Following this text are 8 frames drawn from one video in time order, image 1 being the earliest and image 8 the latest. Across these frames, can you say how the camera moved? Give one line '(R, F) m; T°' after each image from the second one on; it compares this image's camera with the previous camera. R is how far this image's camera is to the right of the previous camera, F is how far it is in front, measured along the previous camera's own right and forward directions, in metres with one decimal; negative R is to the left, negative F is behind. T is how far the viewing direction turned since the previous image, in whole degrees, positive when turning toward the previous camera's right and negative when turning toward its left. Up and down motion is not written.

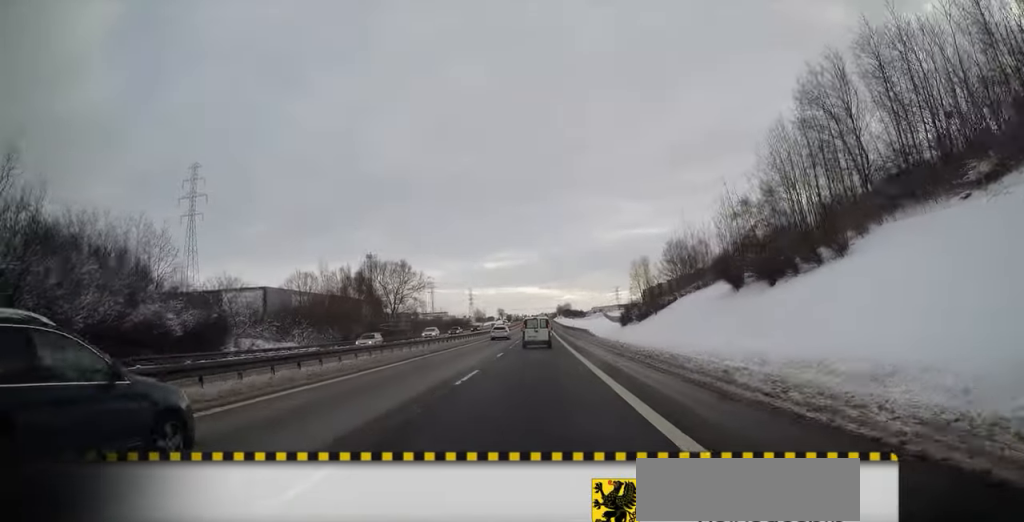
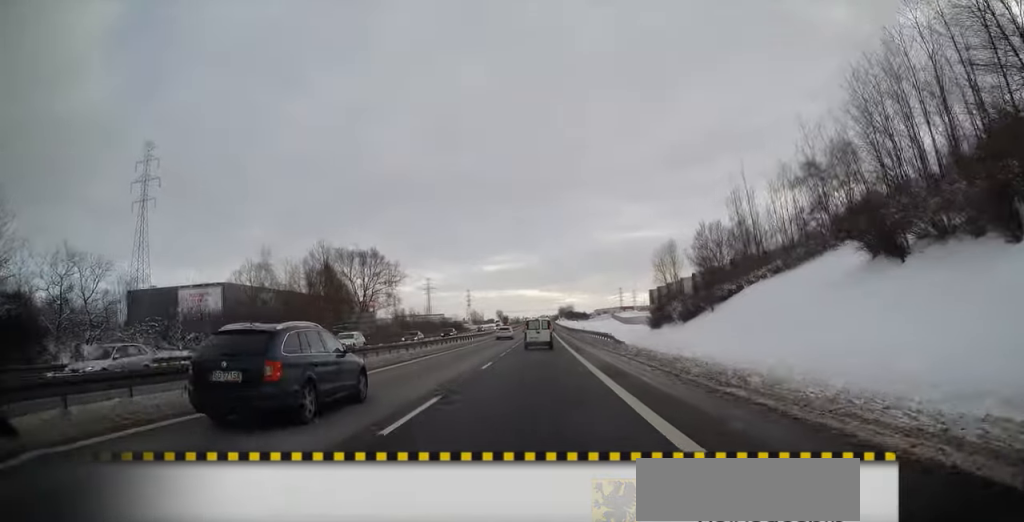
(0.0, +18.7) m; 0°
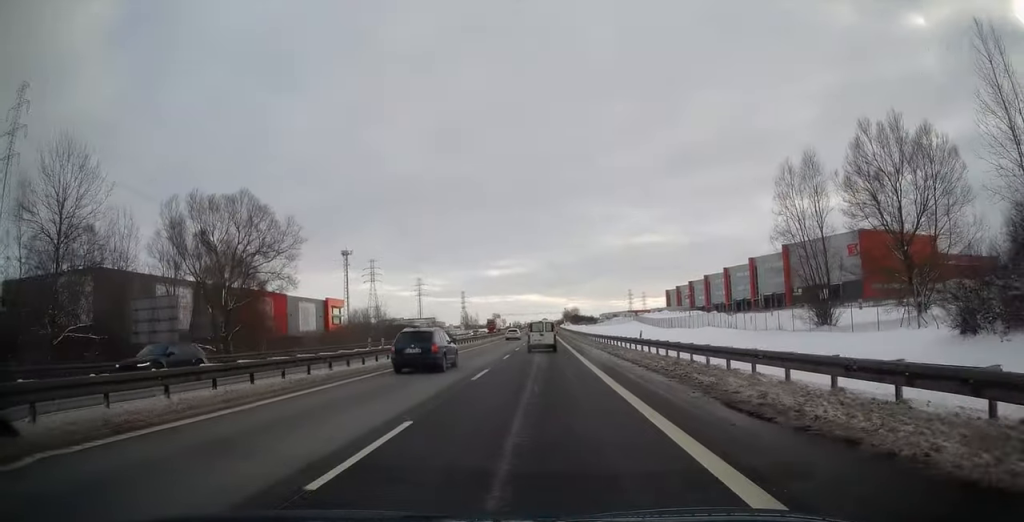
(0.0, +38.3) m; 0°
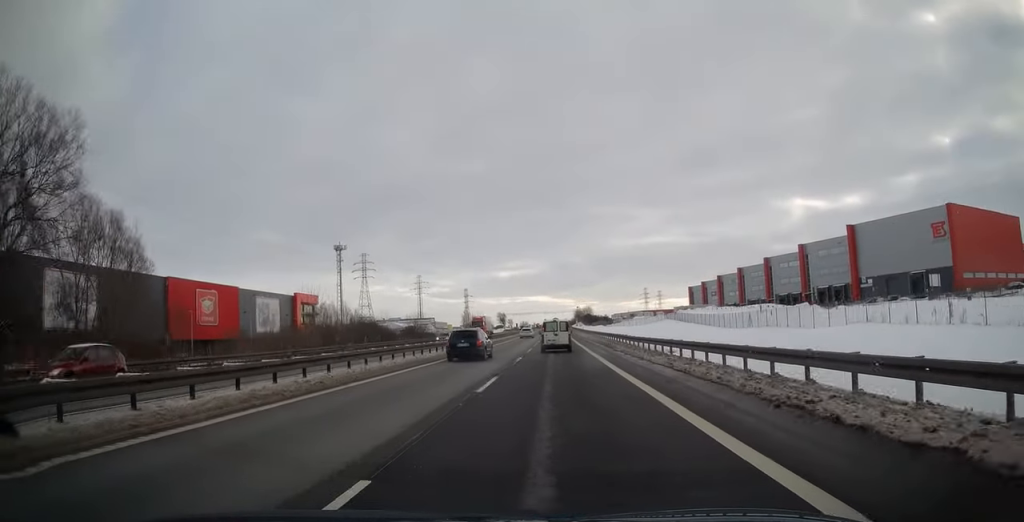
(0.0, +27.8) m; 0°
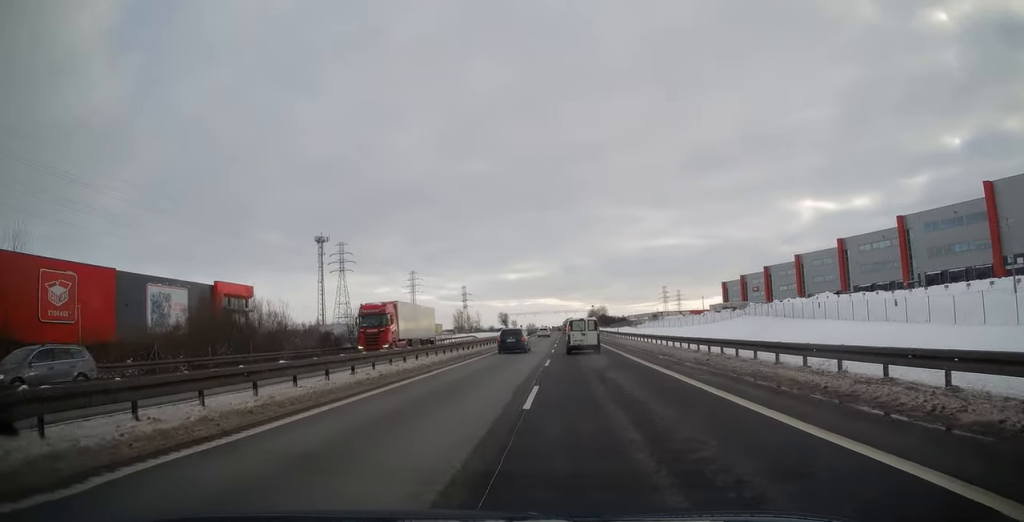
(-0.4, +39.3) m; -1°
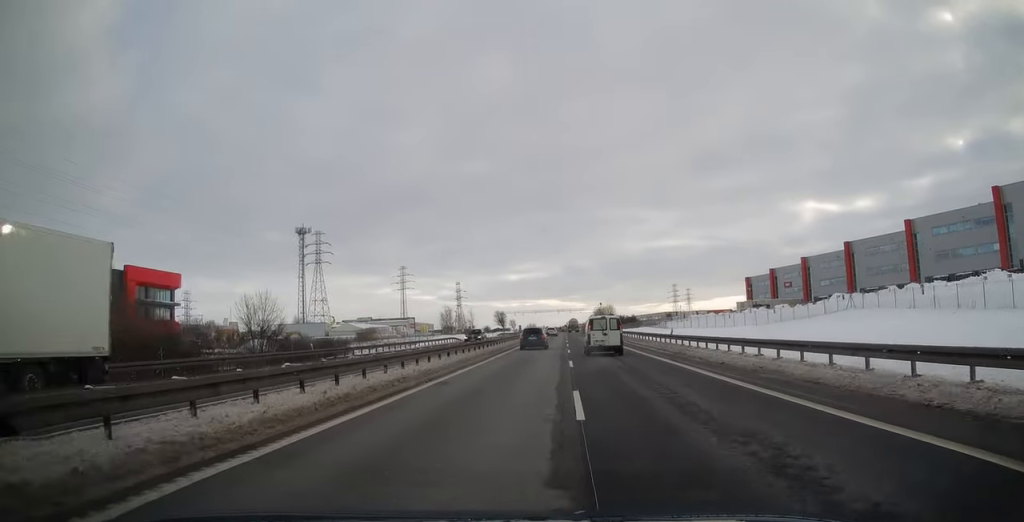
(-0.2, +25.5) m; 0°
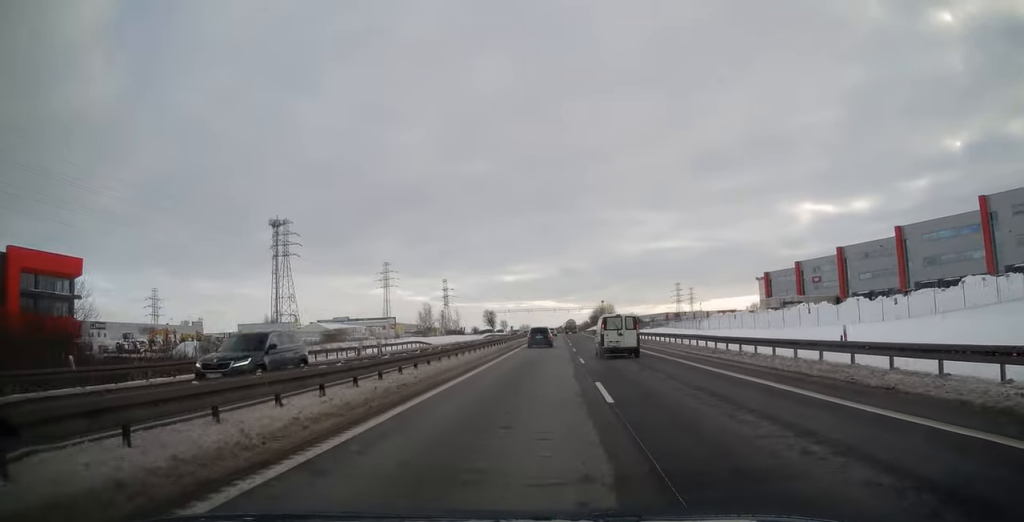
(+0.1, +22.1) m; 0°
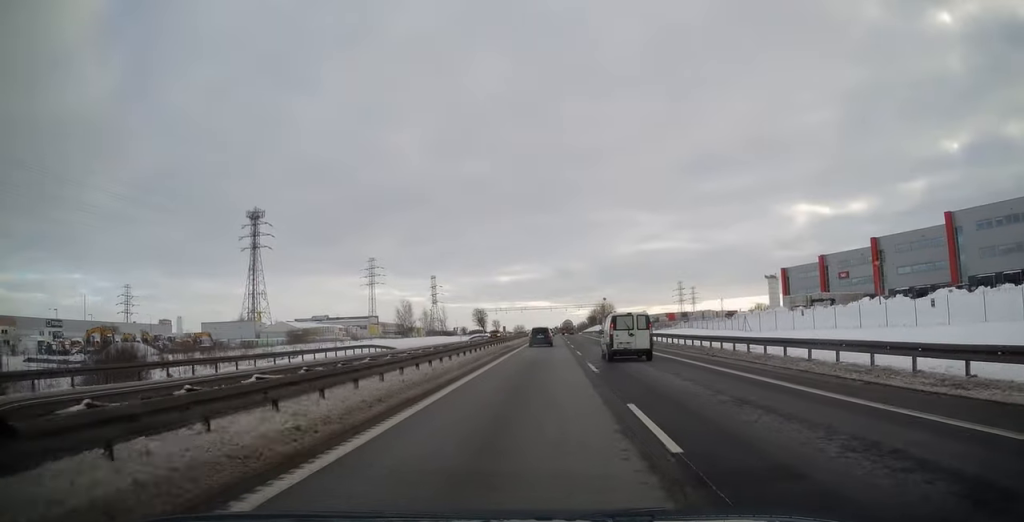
(+0.1, +16.5) m; 0°
